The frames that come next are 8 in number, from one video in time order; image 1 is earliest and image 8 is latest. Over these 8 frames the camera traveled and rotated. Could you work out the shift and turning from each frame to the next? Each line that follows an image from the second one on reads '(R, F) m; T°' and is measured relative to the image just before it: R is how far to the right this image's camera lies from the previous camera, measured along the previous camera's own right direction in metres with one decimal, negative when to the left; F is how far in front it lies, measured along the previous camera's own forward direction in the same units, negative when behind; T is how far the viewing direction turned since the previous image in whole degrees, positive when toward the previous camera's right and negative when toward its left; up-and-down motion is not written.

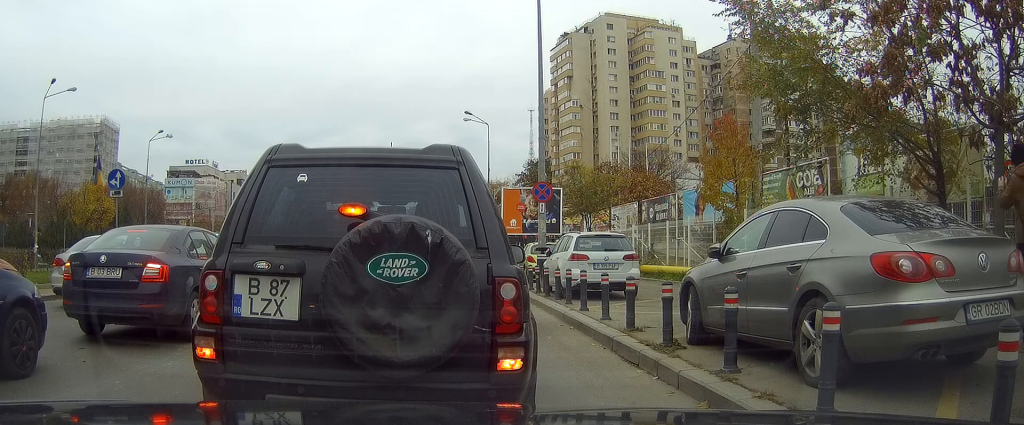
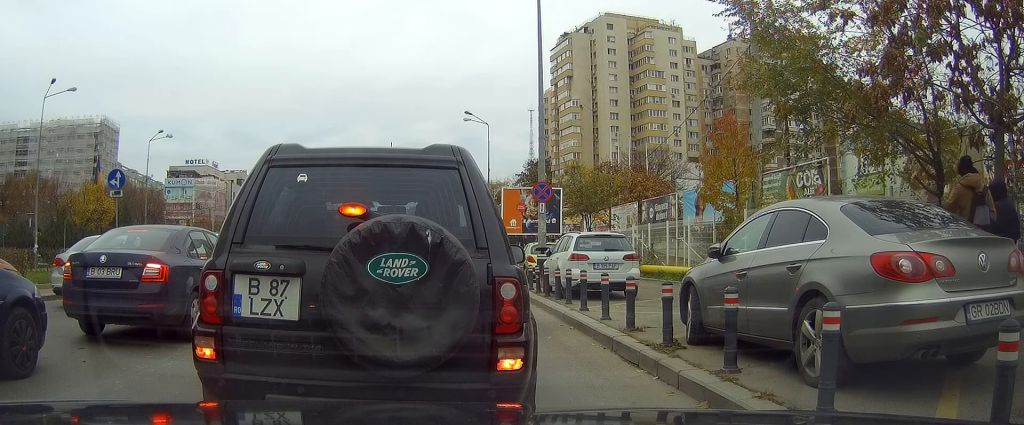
(0.0, -0.1) m; 0°
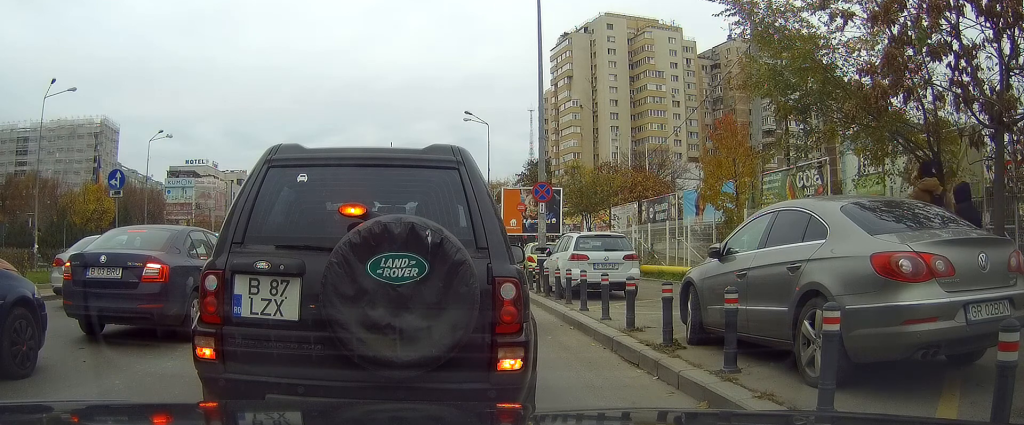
(0.0, 0.0) m; 0°
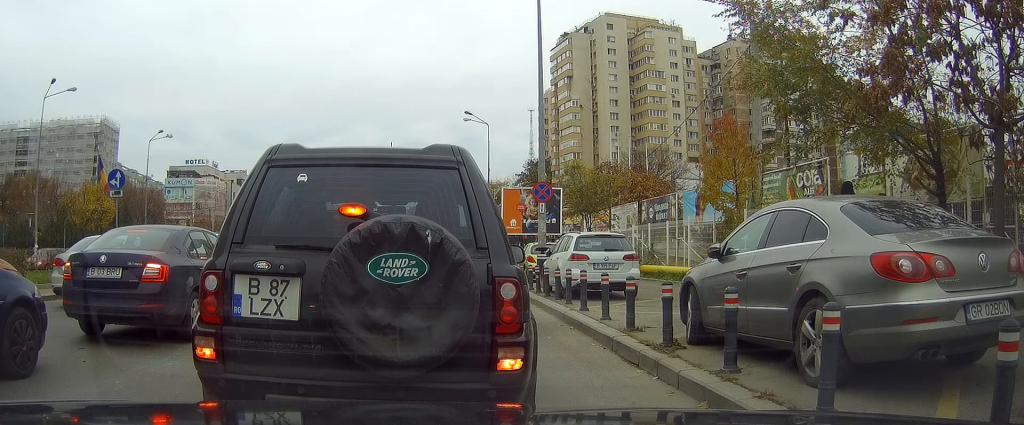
(0.0, 0.0) m; 0°
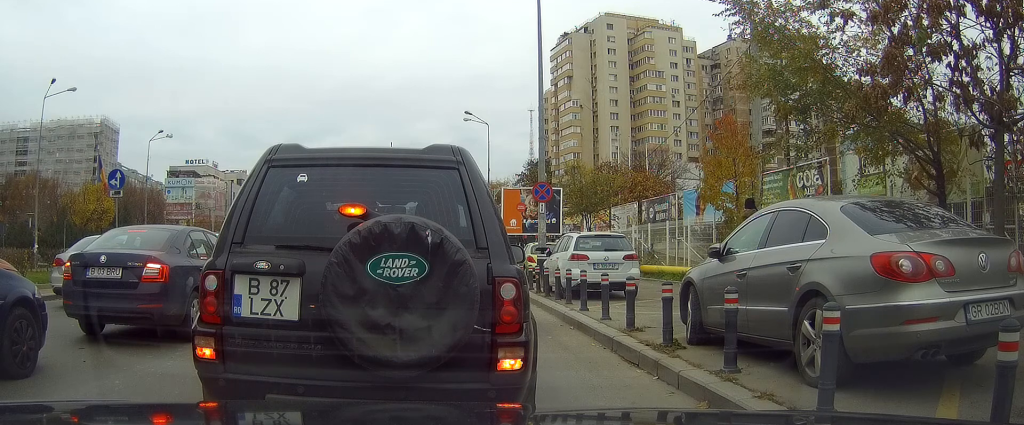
(0.0, 0.0) m; 0°
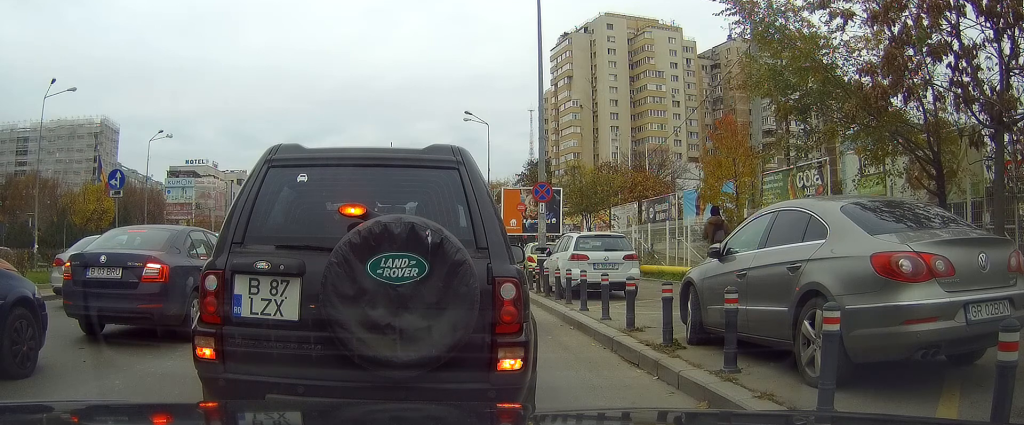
(0.0, 0.0) m; 0°
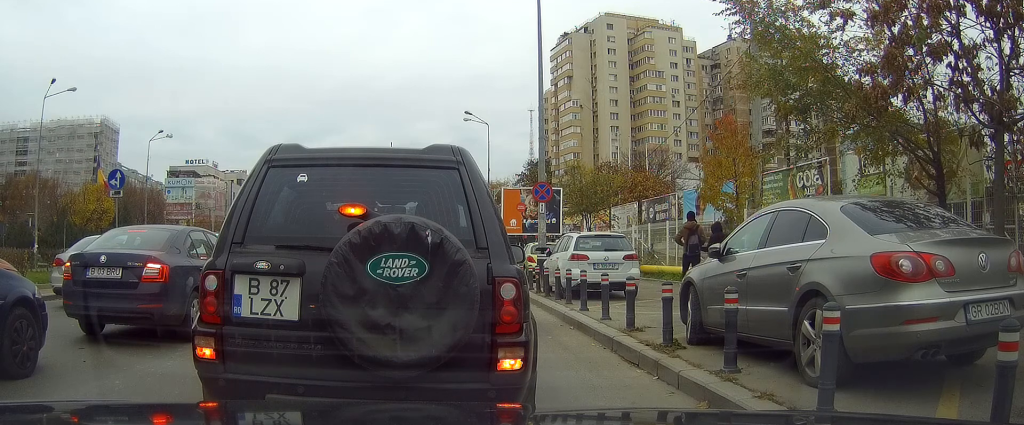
(0.0, 0.0) m; 0°
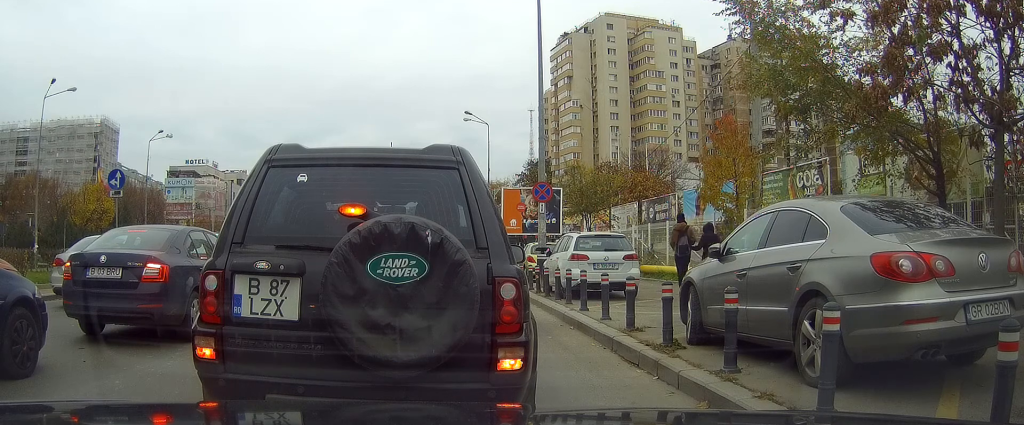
(0.0, 0.0) m; 0°
